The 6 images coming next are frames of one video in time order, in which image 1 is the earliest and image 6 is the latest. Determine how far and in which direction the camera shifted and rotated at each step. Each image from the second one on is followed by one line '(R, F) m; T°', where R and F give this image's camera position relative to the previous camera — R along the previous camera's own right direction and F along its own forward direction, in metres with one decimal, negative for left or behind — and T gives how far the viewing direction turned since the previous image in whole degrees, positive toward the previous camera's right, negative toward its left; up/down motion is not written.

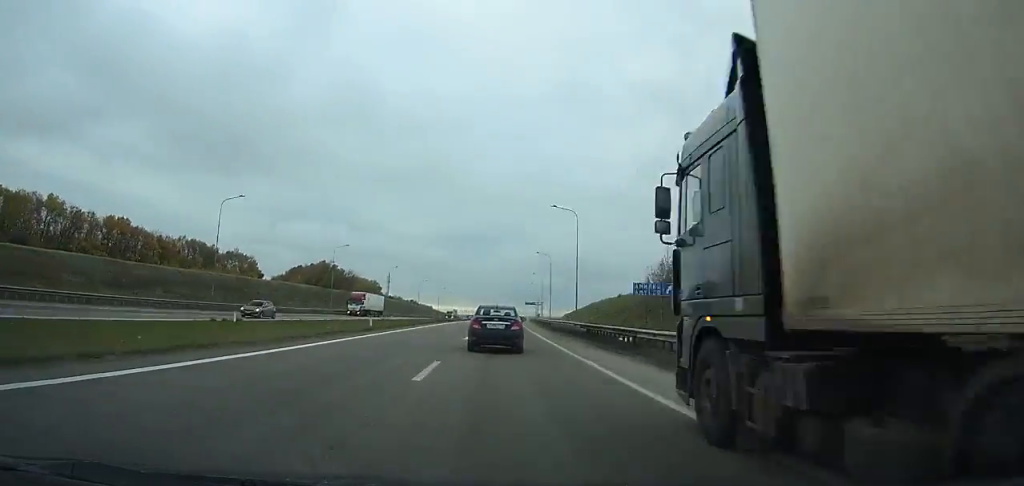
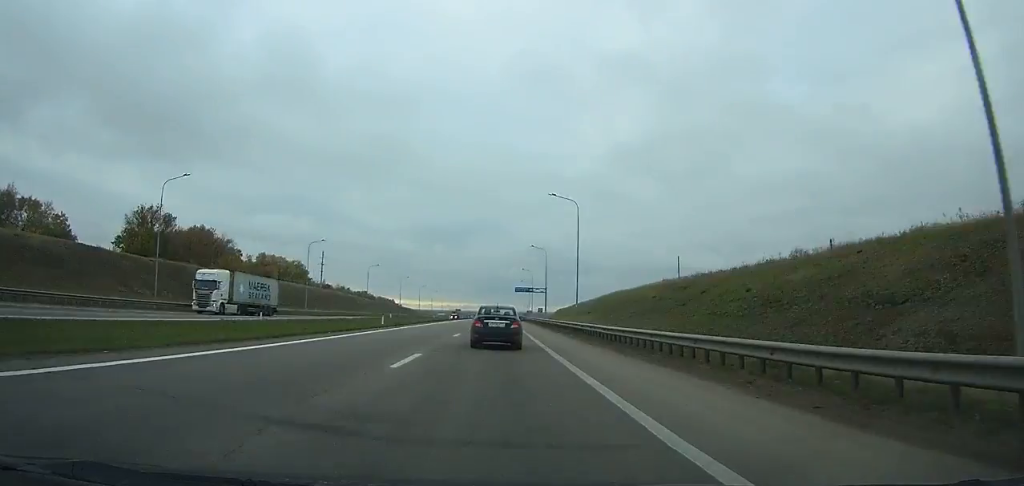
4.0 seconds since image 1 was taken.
(+2.0, +84.6) m; +2°
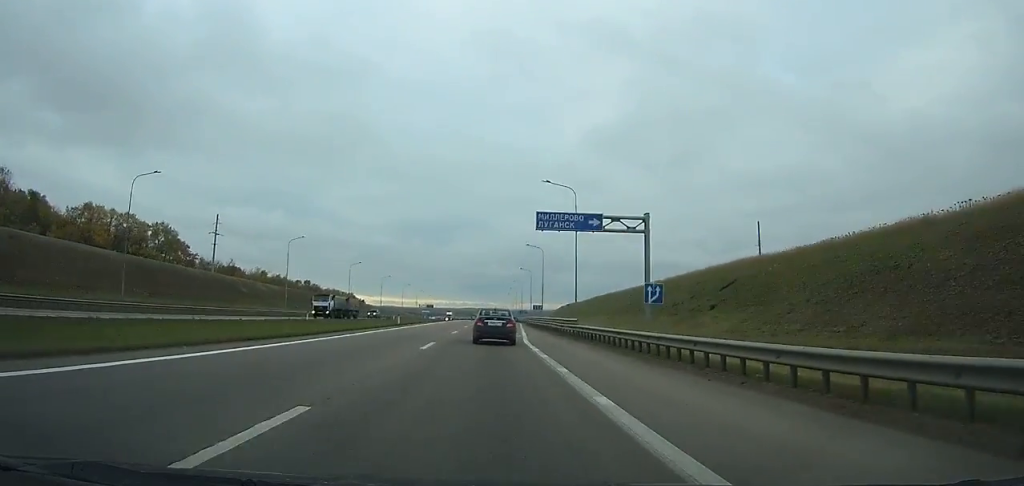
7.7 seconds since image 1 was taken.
(+1.1, +82.3) m; +1°
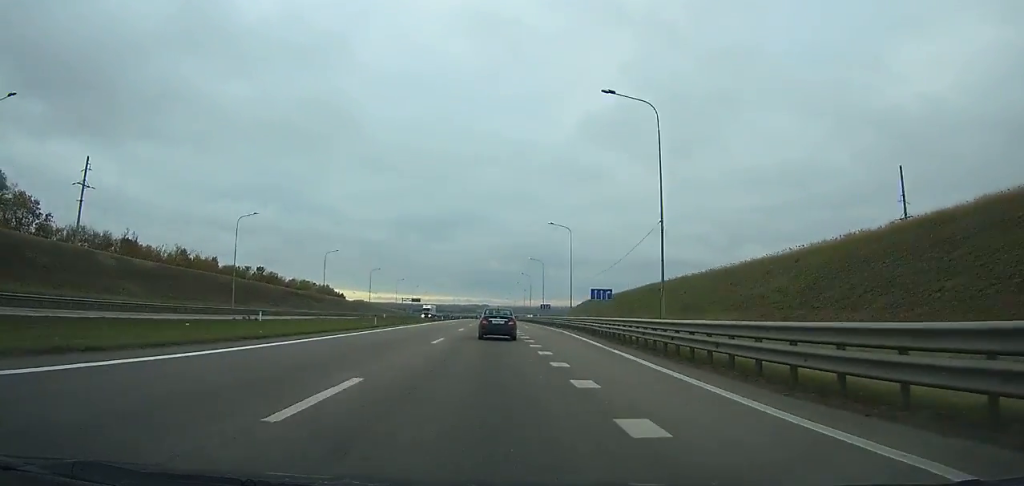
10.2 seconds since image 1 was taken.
(+0.4, +59.5) m; 0°
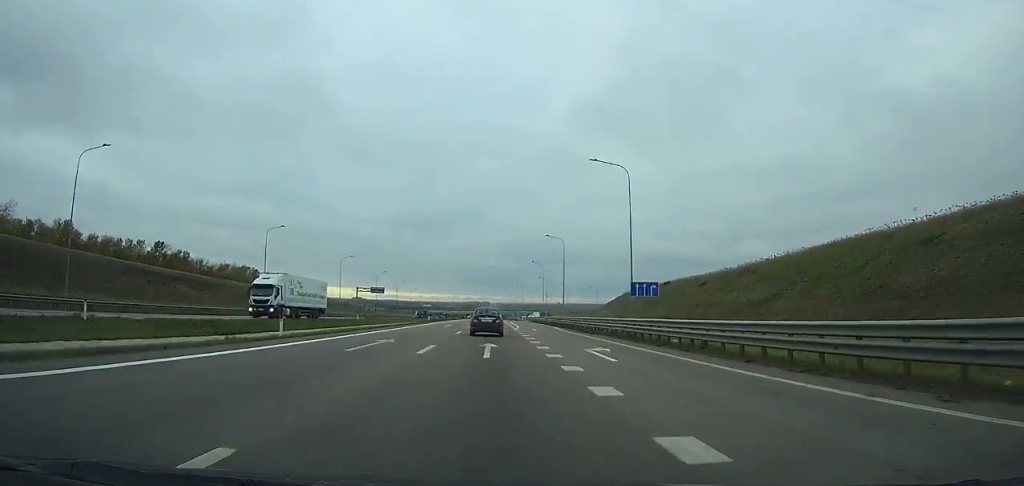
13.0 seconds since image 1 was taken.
(0.0, +71.2) m; 0°
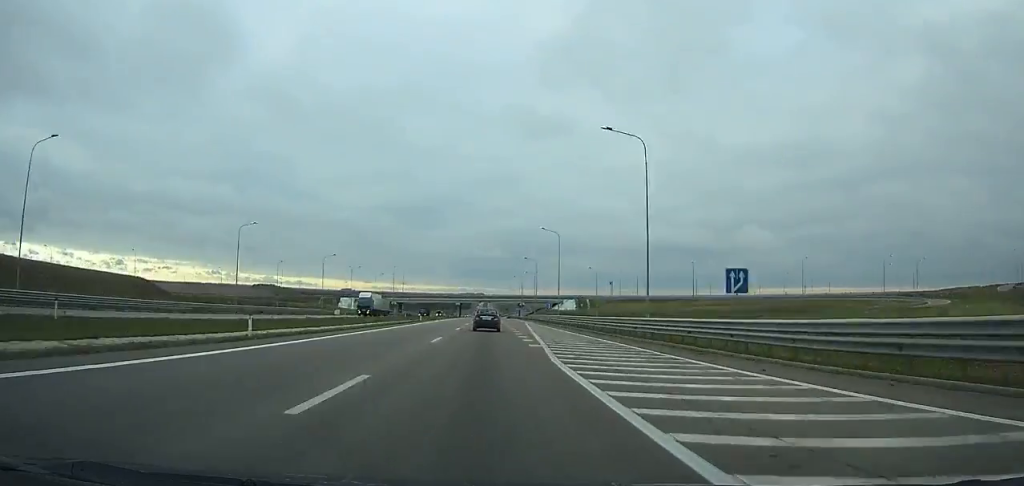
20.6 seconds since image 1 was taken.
(-1.0, +205.0) m; -1°
